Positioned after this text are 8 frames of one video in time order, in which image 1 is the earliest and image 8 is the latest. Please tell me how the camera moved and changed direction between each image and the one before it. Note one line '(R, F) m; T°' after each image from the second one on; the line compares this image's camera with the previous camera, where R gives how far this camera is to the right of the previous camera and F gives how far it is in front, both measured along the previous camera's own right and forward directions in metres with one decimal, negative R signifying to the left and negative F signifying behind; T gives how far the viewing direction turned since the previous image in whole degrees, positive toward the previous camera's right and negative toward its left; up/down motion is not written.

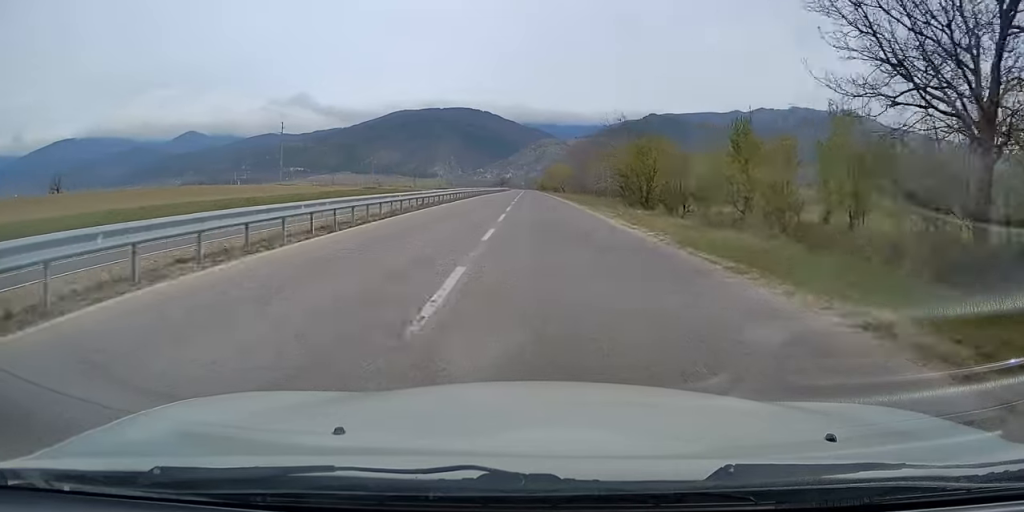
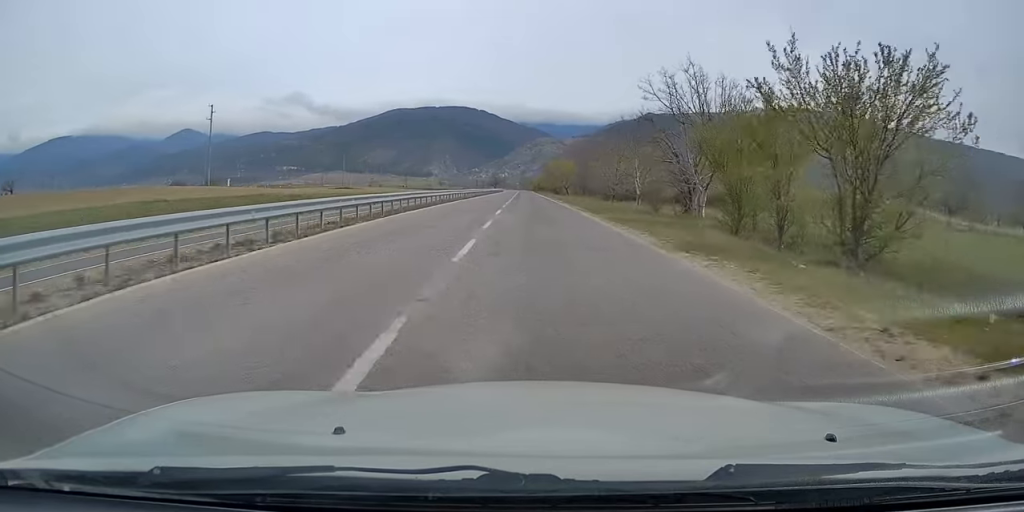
(+0.1, +26.5) m; 0°
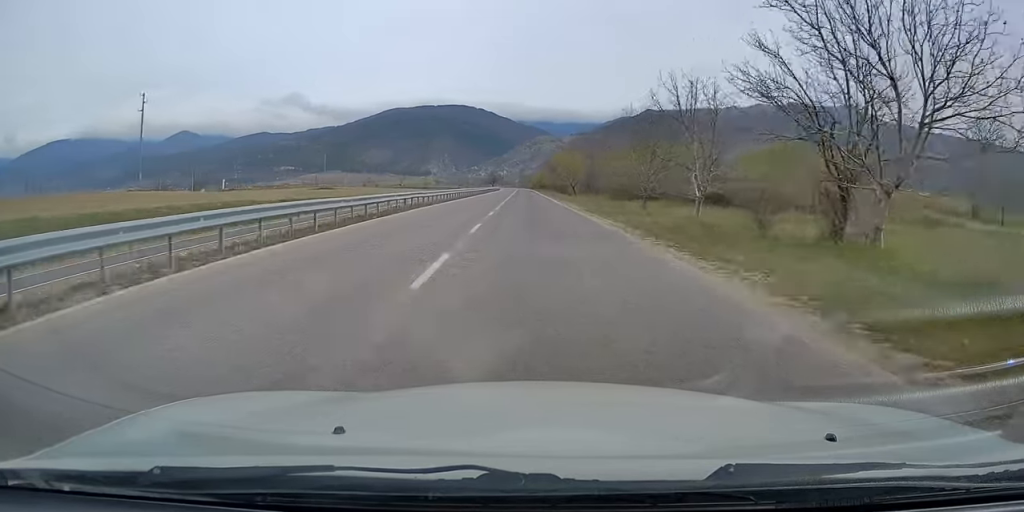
(0.0, +17.9) m; 0°
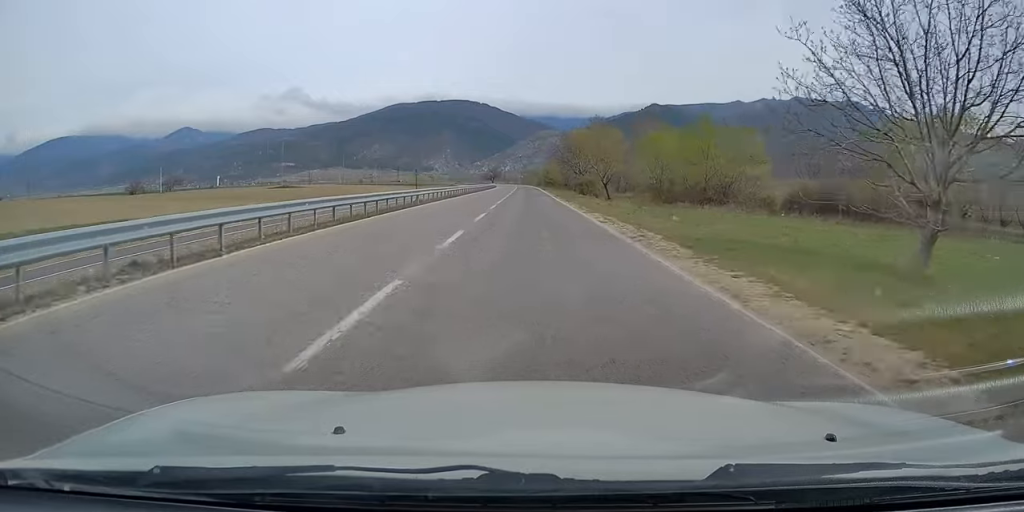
(-0.2, +33.5) m; 0°
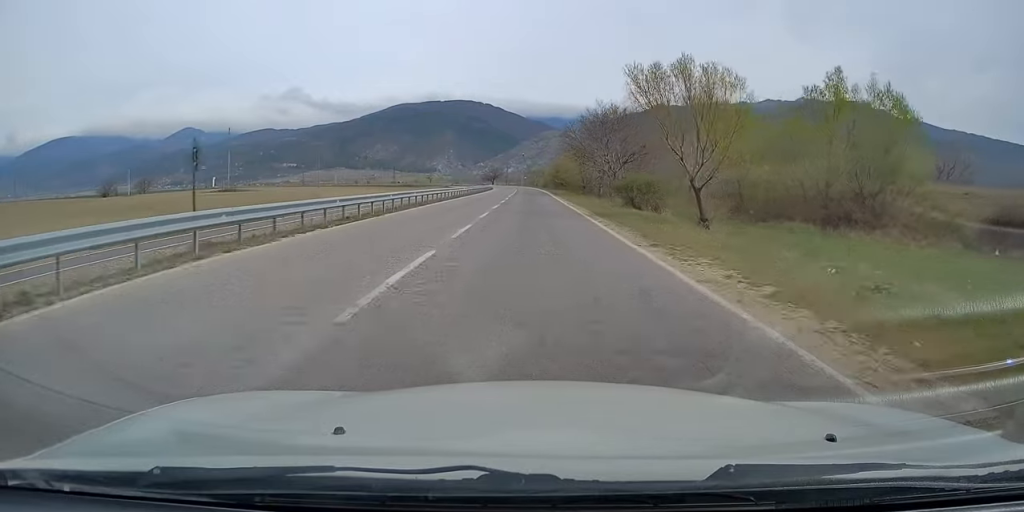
(+0.1, +29.1) m; 0°
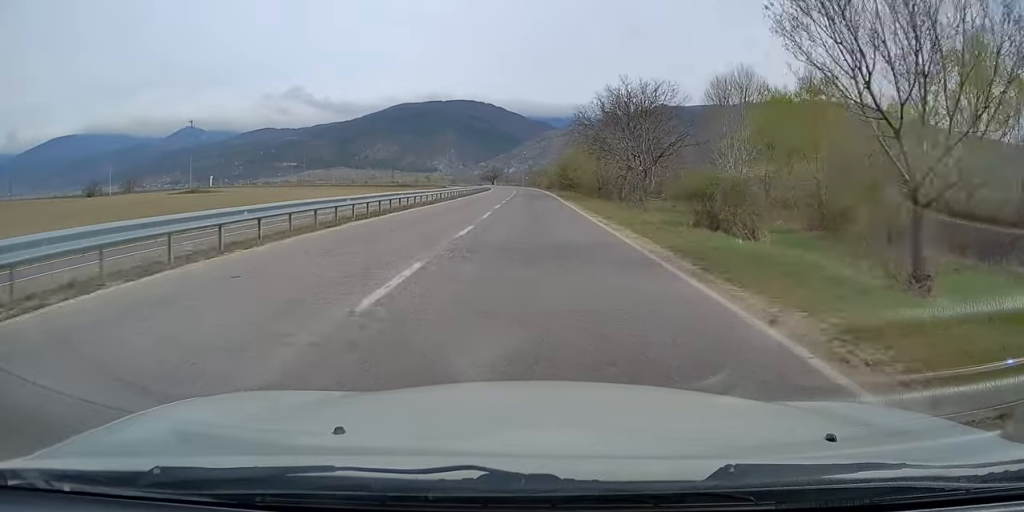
(-0.1, +15.1) m; 0°
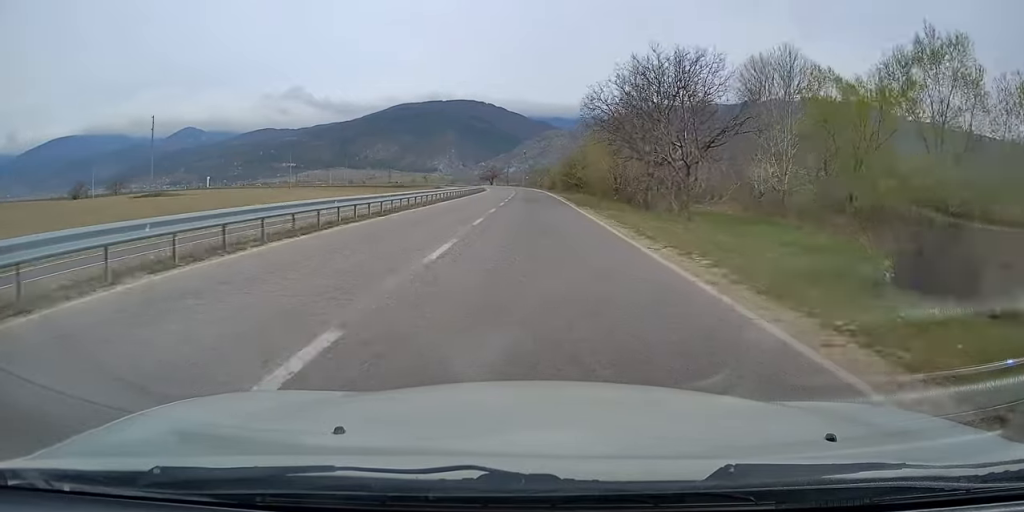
(0.0, +12.0) m; 0°
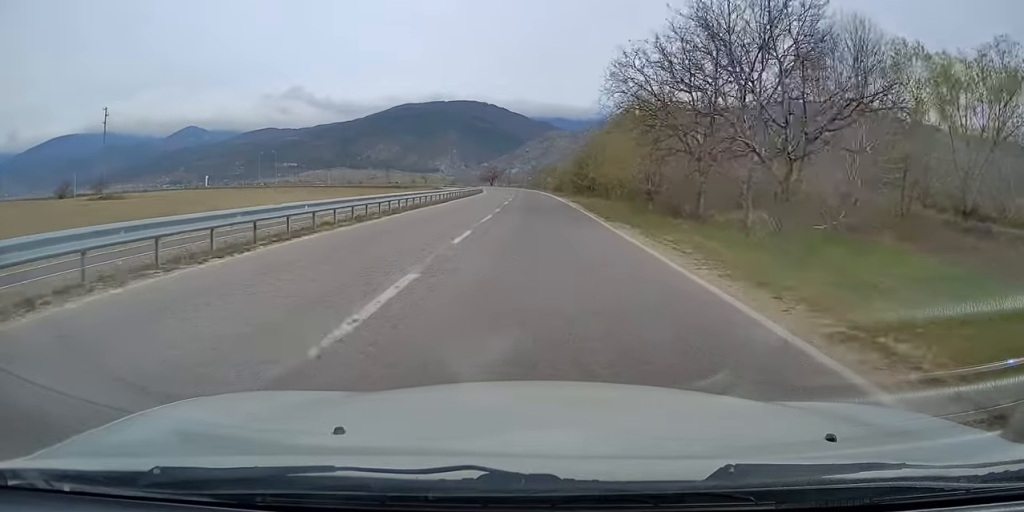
(0.0, +12.8) m; 0°
